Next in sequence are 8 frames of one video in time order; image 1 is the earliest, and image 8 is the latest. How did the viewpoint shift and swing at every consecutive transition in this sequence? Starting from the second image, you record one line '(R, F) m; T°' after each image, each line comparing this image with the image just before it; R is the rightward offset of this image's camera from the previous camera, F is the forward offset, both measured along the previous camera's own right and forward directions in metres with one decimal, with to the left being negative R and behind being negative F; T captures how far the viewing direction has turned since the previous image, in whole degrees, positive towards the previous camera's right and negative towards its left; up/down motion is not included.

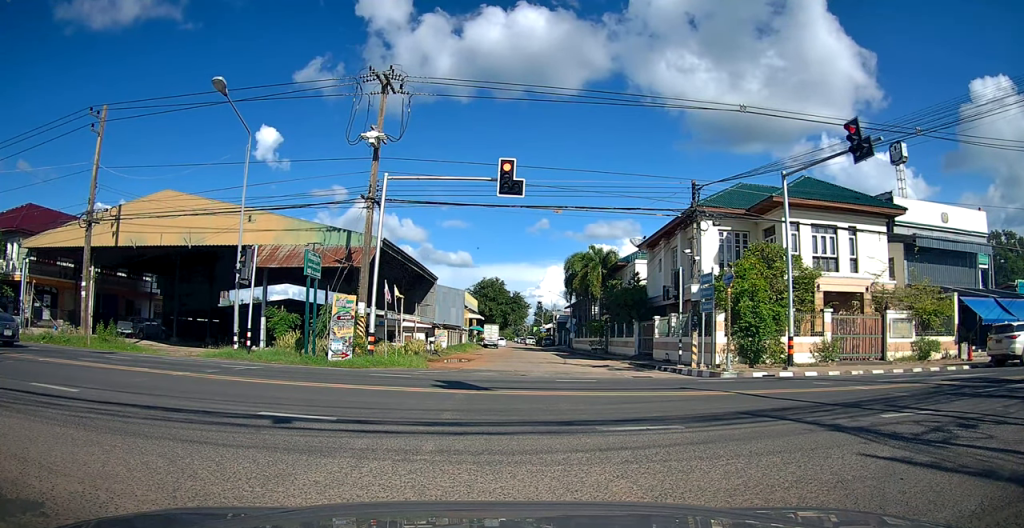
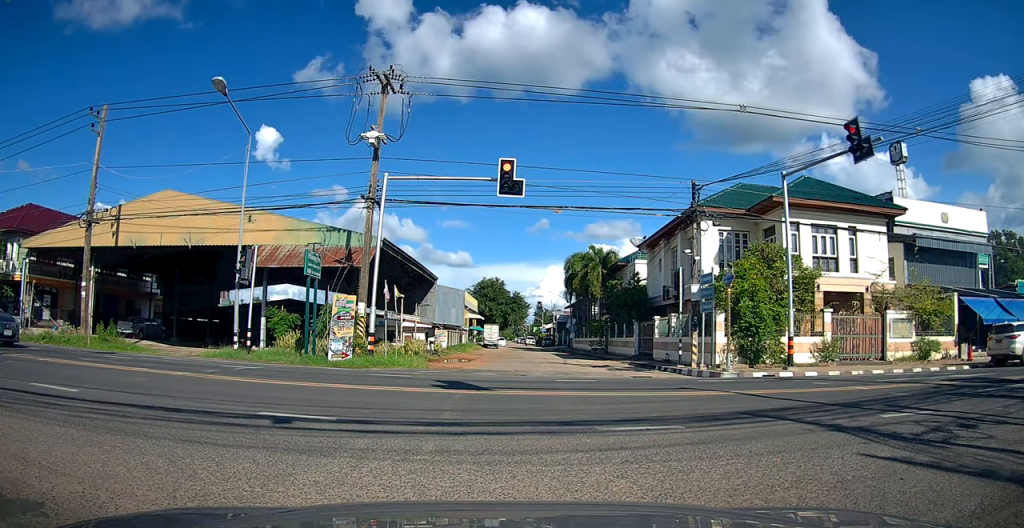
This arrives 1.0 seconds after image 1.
(0.0, 0.0) m; 0°
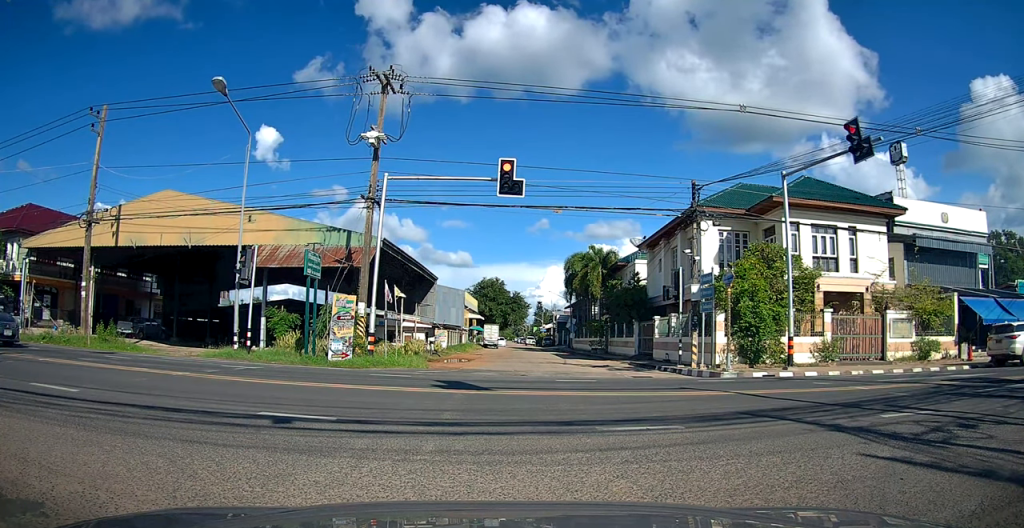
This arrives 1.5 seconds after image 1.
(0.0, 0.0) m; 0°
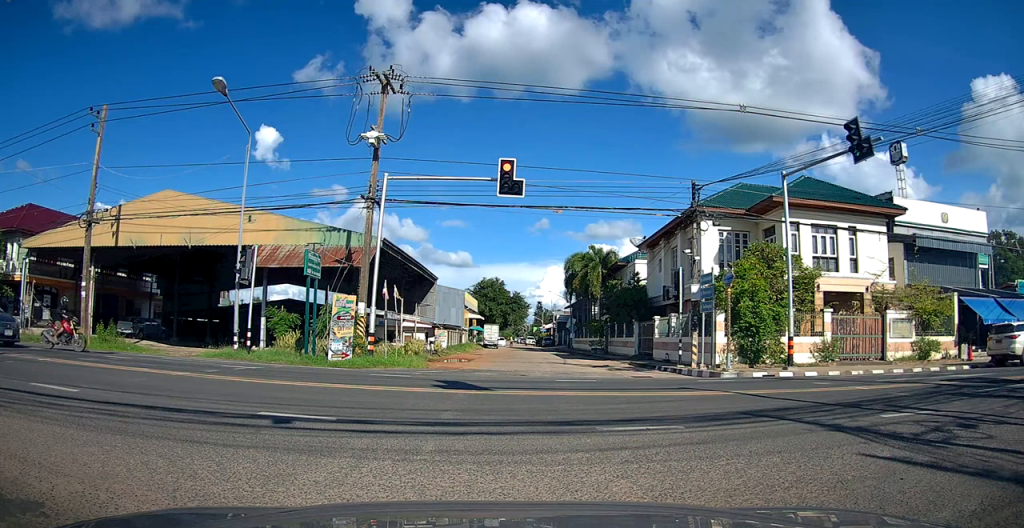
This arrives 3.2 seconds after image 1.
(0.0, 0.0) m; 0°
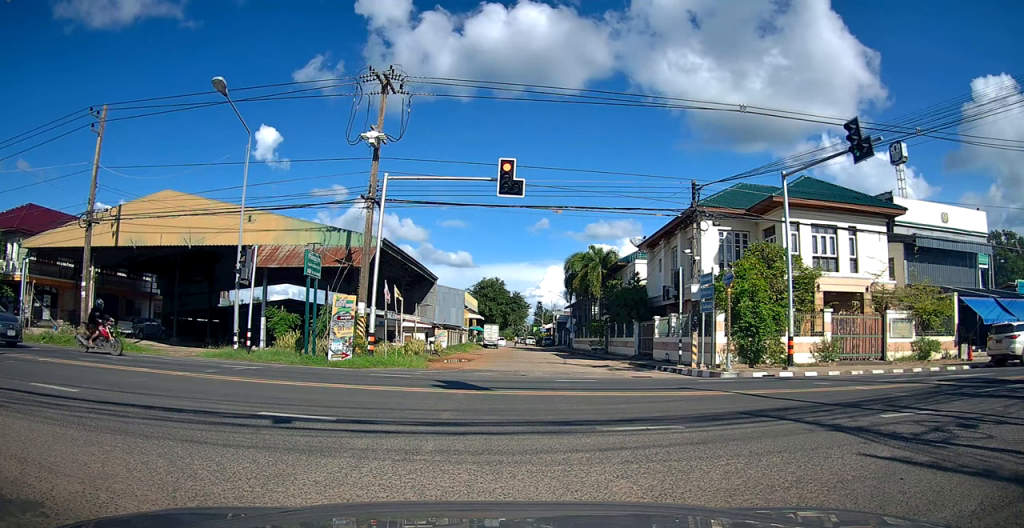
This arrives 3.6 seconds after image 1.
(0.0, 0.0) m; 0°
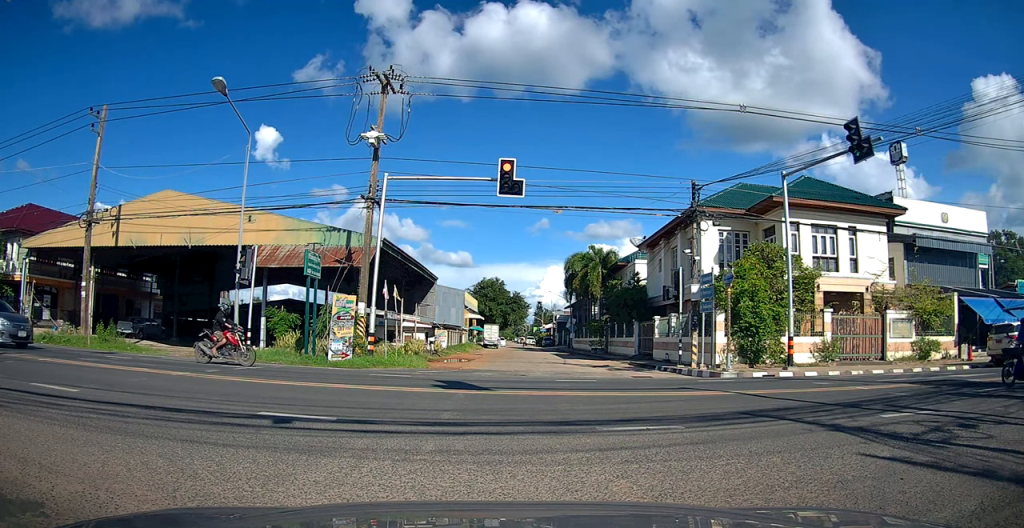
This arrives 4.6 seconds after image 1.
(0.0, 0.0) m; 0°
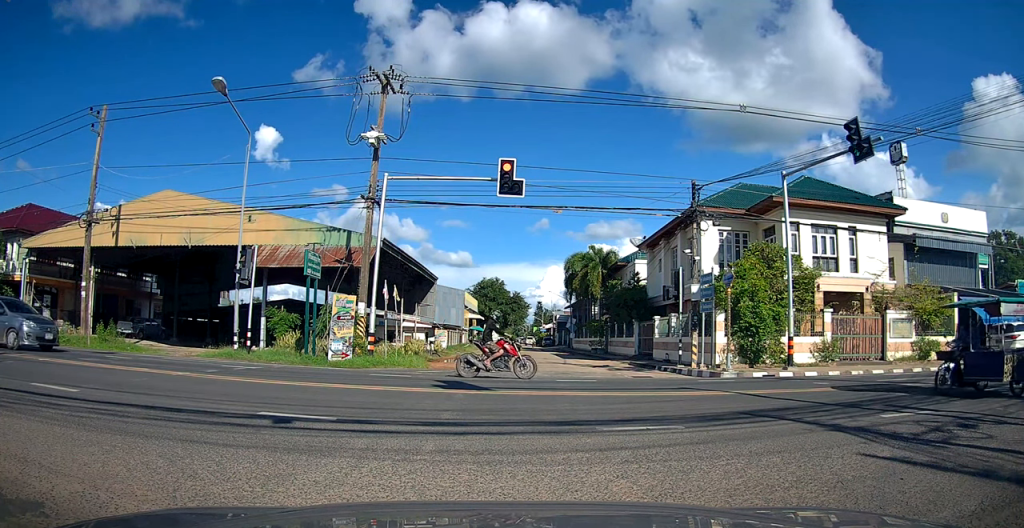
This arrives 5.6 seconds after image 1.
(0.0, 0.0) m; 0°
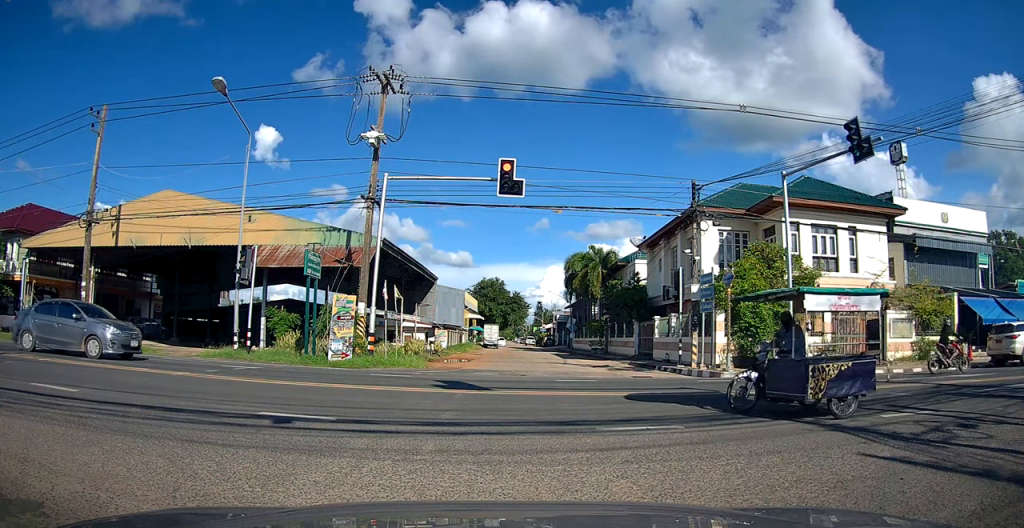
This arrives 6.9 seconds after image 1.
(0.0, 0.0) m; 0°
